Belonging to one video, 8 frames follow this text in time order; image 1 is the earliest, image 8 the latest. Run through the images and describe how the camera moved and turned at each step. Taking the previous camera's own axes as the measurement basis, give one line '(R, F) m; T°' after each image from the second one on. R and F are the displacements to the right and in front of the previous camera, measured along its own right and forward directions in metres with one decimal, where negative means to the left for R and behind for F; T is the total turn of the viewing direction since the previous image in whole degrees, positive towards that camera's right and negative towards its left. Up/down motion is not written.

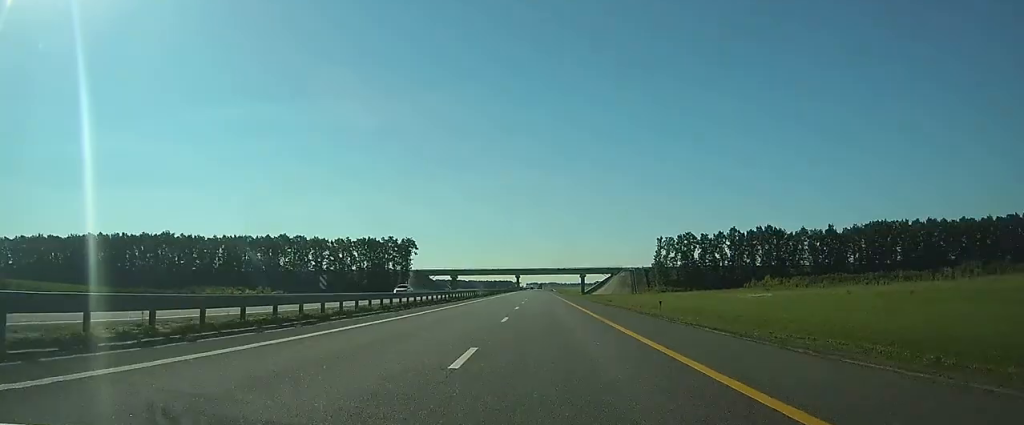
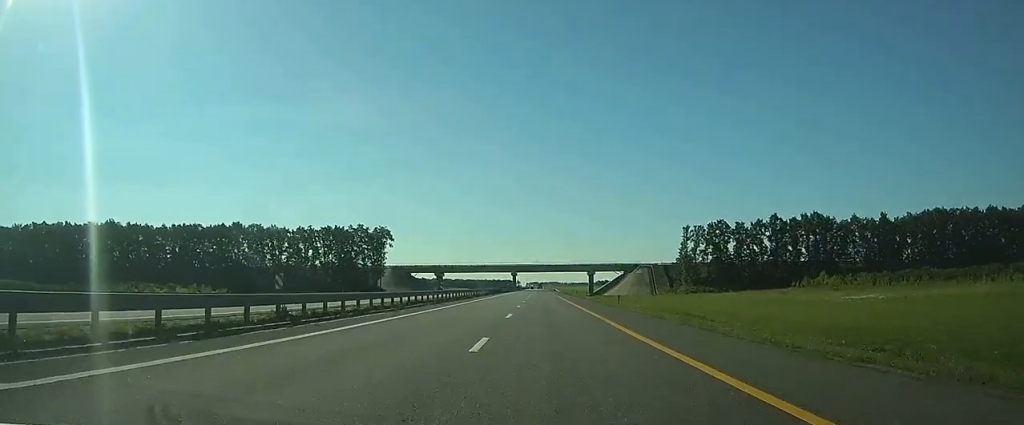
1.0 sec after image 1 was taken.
(0.0, +33.4) m; 0°
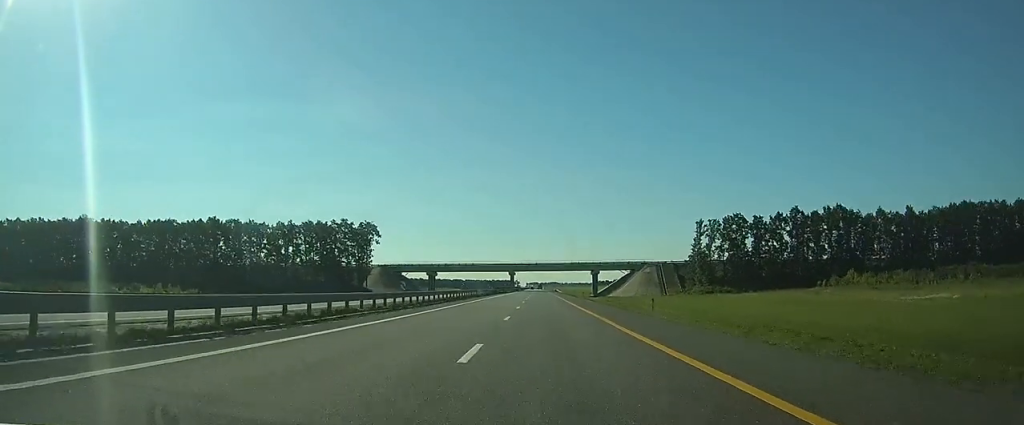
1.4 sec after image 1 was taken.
(0.0, +13.4) m; 0°
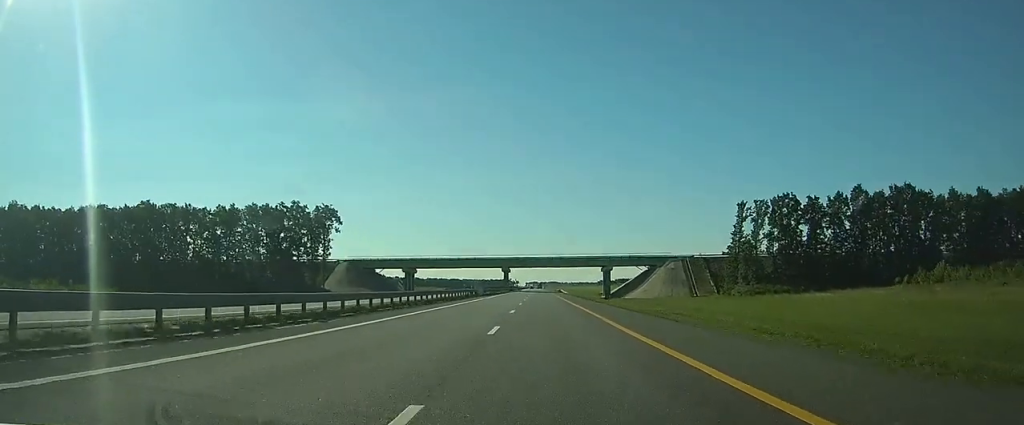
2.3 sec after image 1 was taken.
(0.0, +30.1) m; 0°
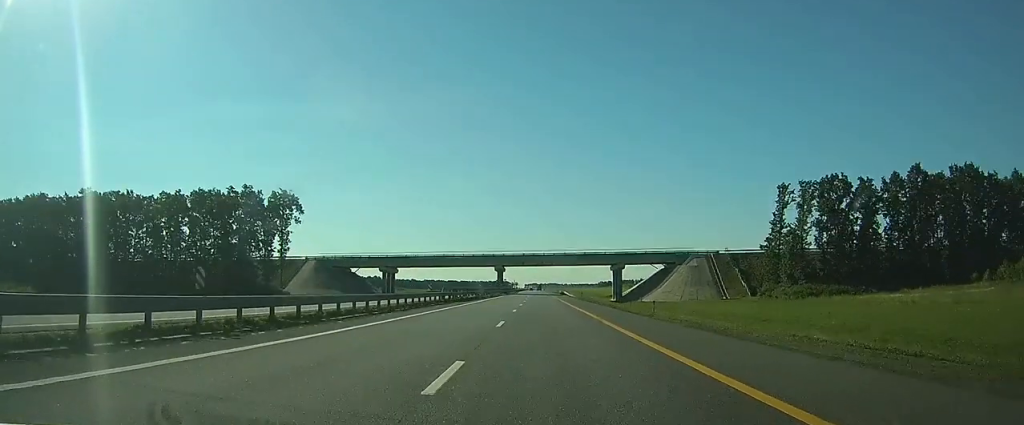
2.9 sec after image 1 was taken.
(0.0, +20.1) m; 0°
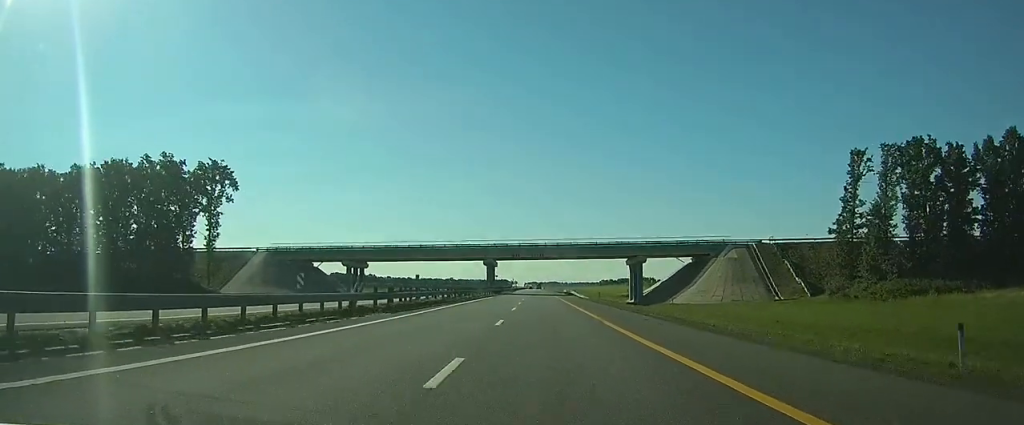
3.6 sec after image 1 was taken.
(0.0, +23.4) m; 0°
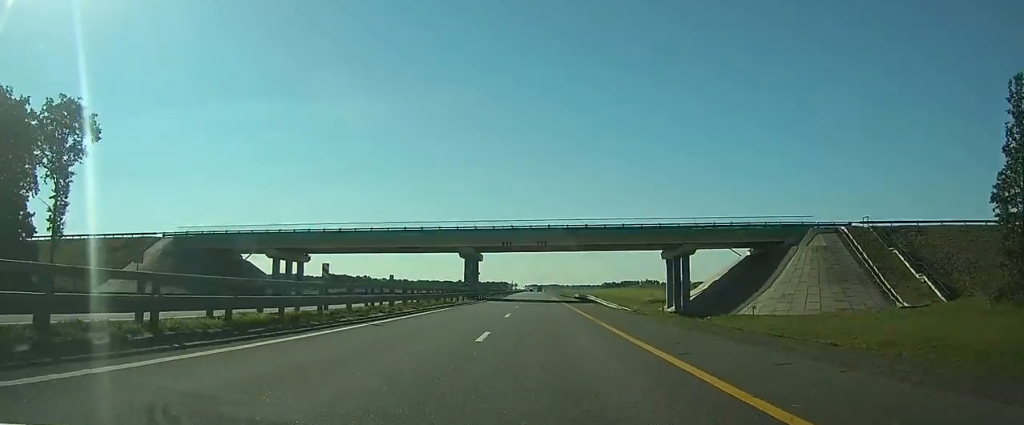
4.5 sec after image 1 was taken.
(0.0, +29.1) m; 0°
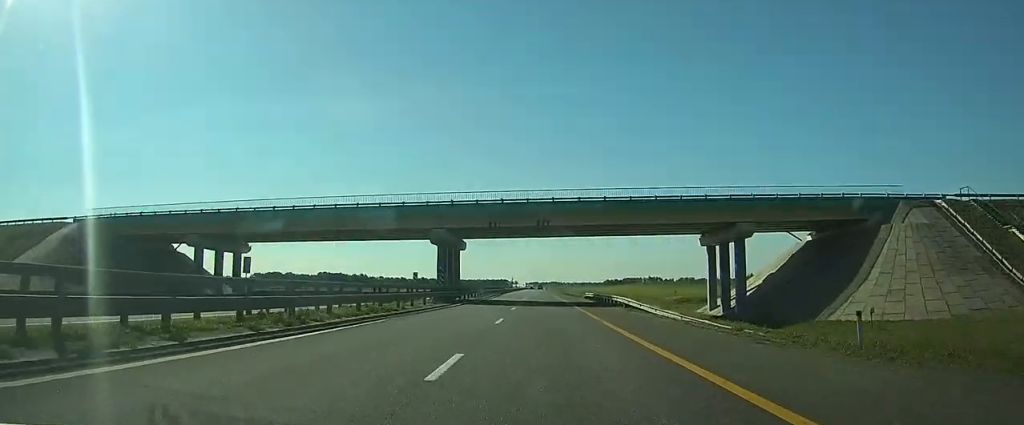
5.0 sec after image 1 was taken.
(0.0, +17.9) m; 0°
